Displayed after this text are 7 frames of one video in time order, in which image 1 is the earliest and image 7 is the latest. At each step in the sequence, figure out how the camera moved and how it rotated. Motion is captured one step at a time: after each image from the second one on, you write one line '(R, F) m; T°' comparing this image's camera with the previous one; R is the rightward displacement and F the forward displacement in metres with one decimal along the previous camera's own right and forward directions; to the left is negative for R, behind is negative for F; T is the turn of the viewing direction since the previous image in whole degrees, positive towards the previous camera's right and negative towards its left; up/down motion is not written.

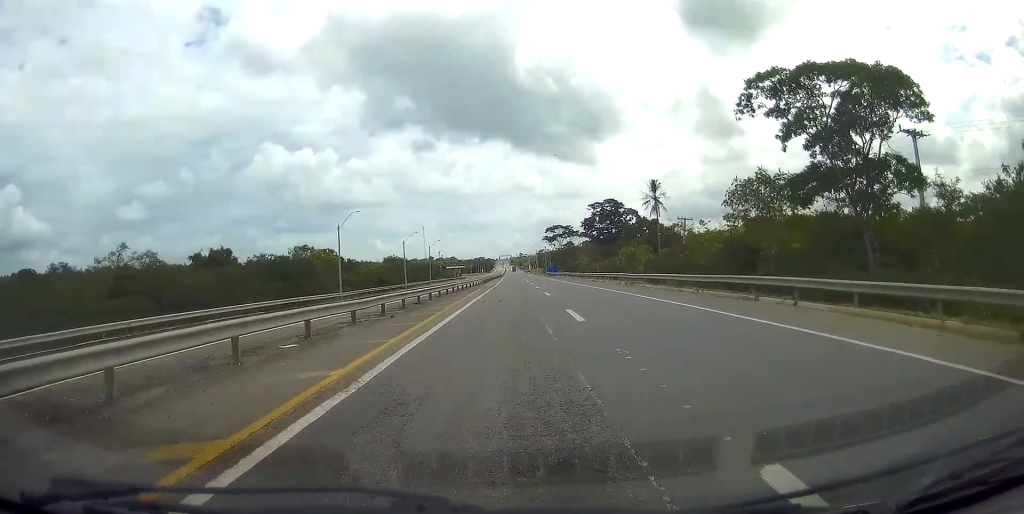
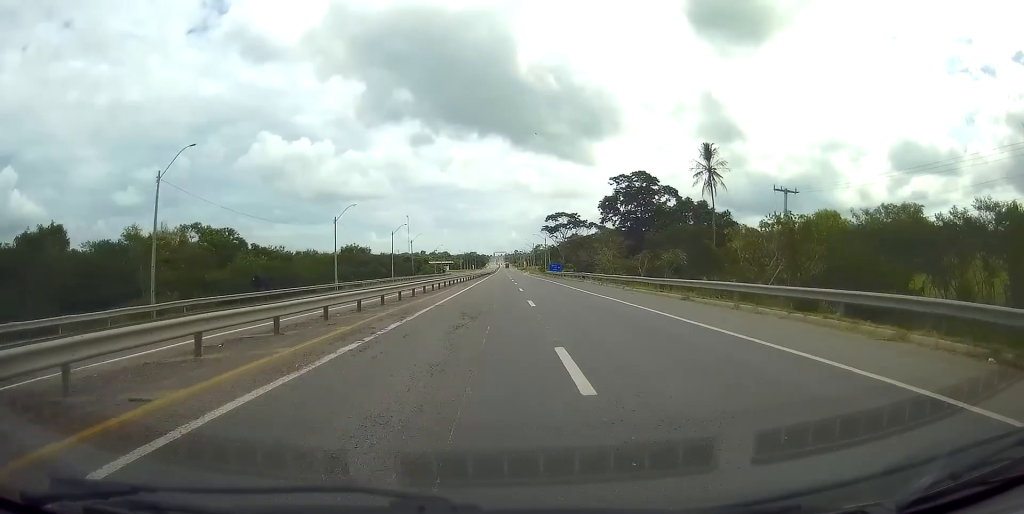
(+0.4, +40.9) m; +1°
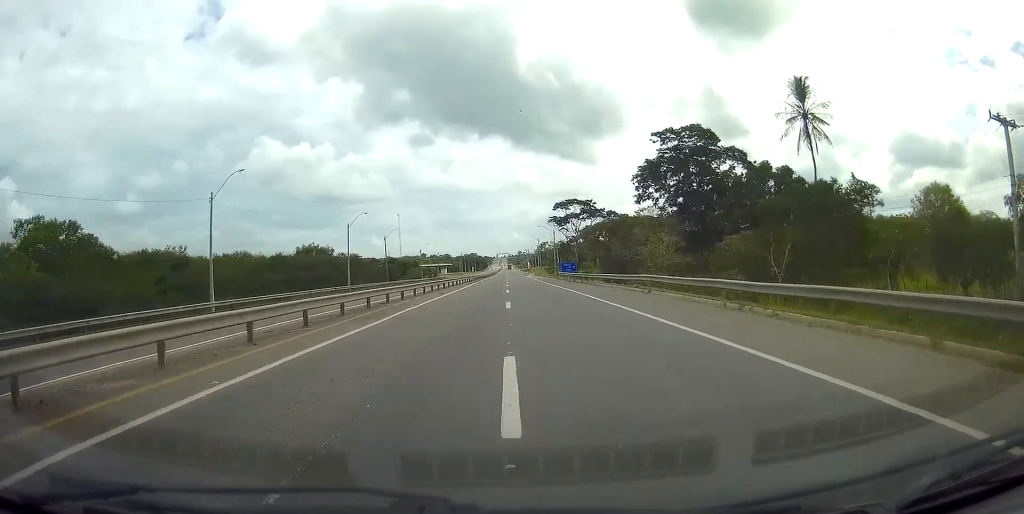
(-0.1, +33.0) m; -1°
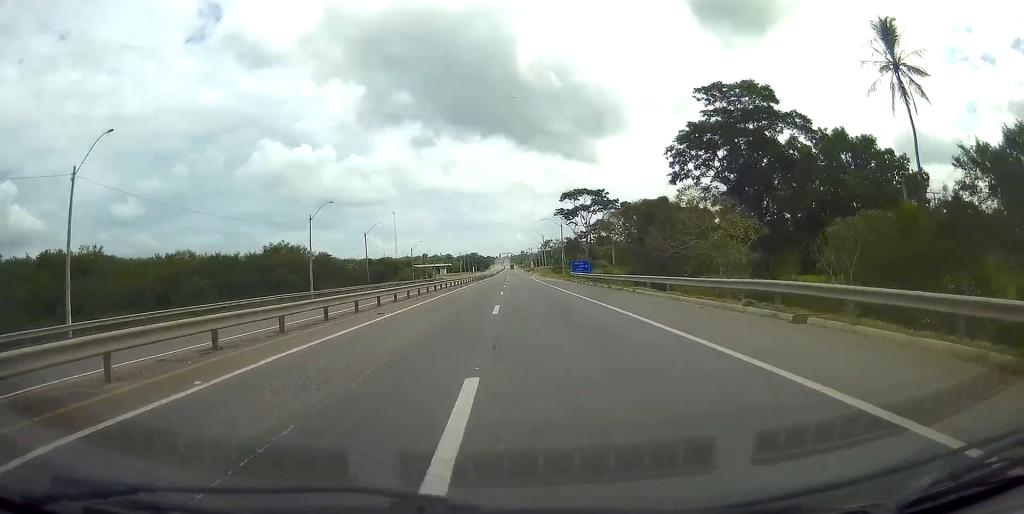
(-0.1, +17.5) m; 0°
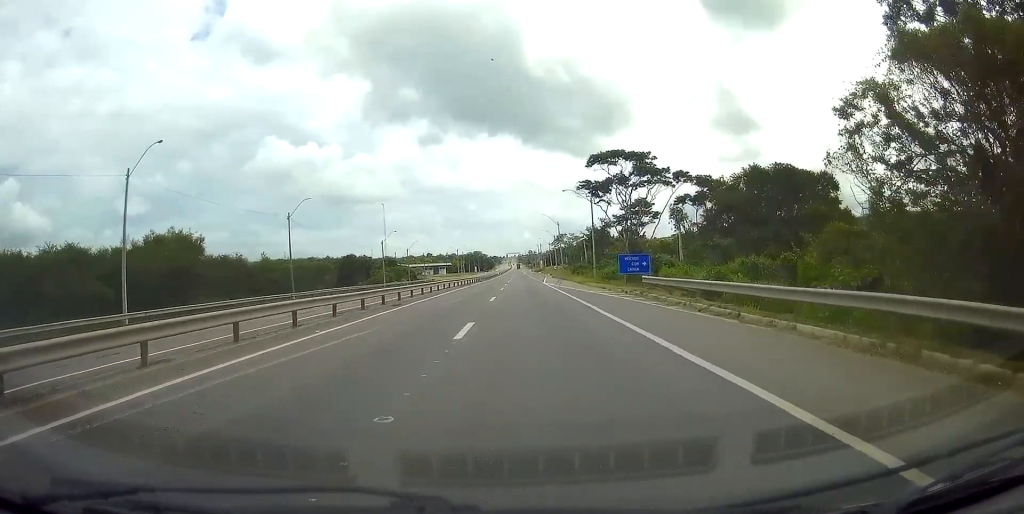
(-0.3, +38.7) m; -1°
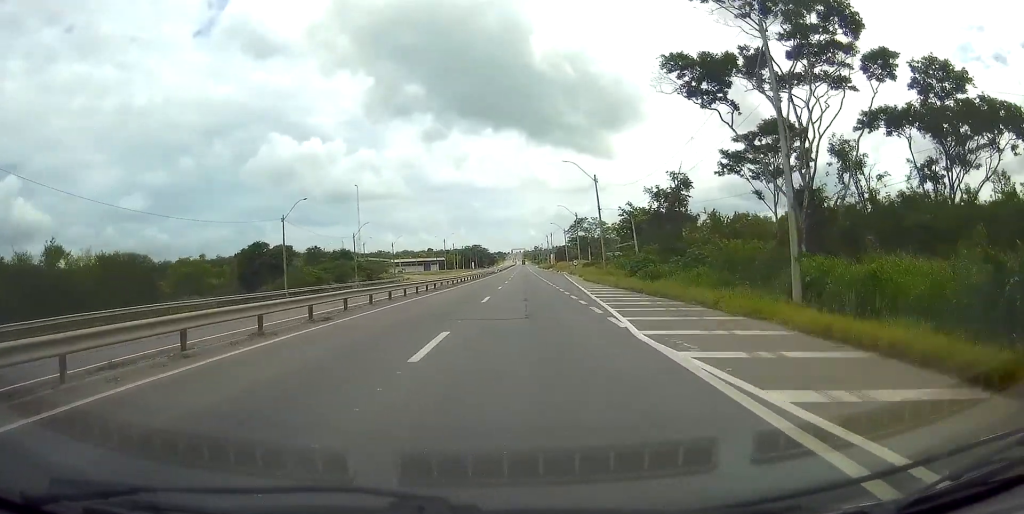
(-0.2, +50.6) m; 0°
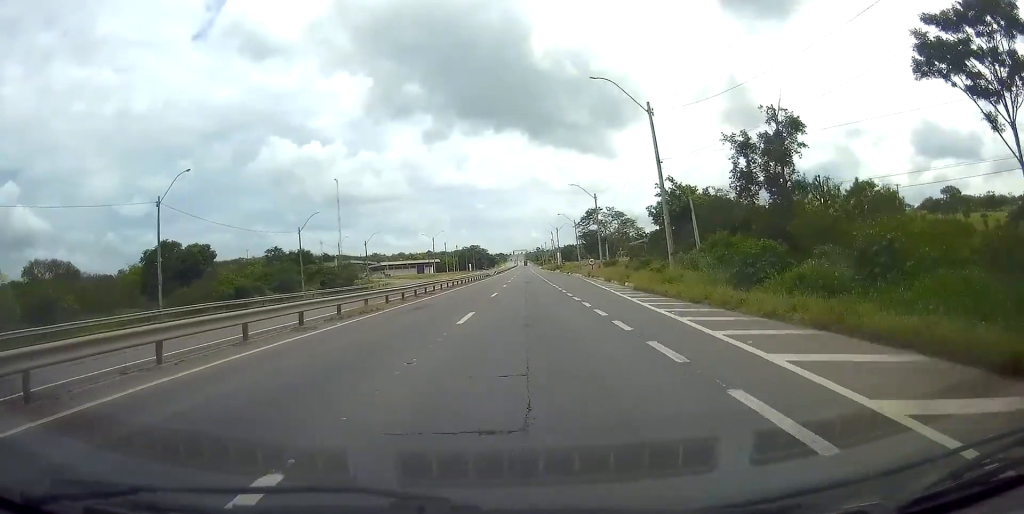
(+0.1, +25.5) m; 0°
